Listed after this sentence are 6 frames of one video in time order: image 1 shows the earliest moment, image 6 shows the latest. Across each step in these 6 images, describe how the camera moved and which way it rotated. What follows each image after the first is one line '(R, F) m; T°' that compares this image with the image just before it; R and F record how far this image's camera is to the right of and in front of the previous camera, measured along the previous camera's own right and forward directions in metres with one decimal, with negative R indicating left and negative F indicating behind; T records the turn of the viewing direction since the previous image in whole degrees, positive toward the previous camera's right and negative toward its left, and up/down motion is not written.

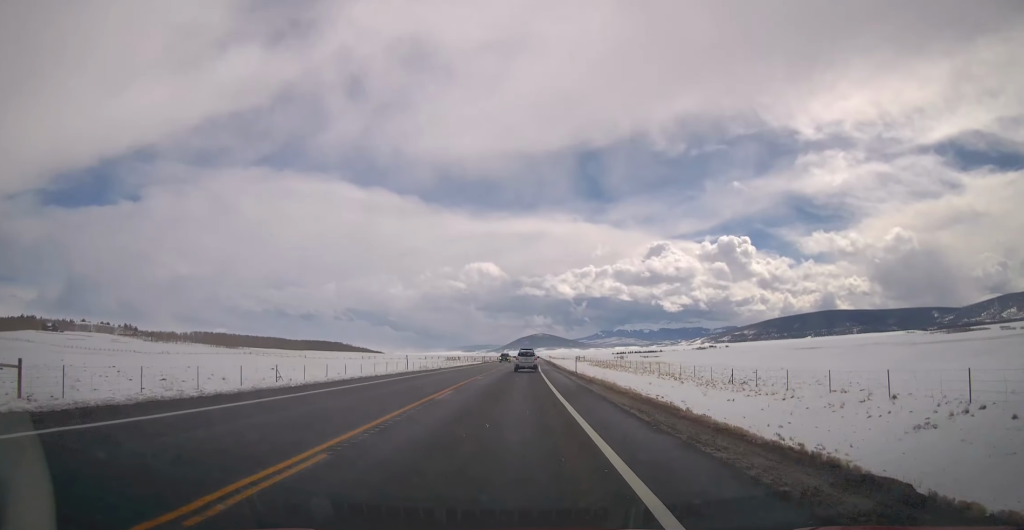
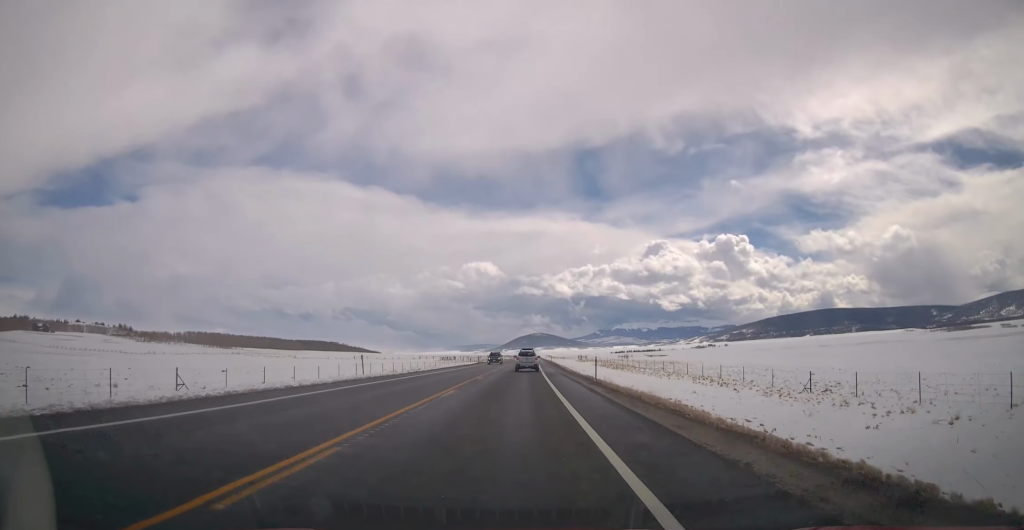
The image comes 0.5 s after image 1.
(-0.3, +12.0) m; 0°
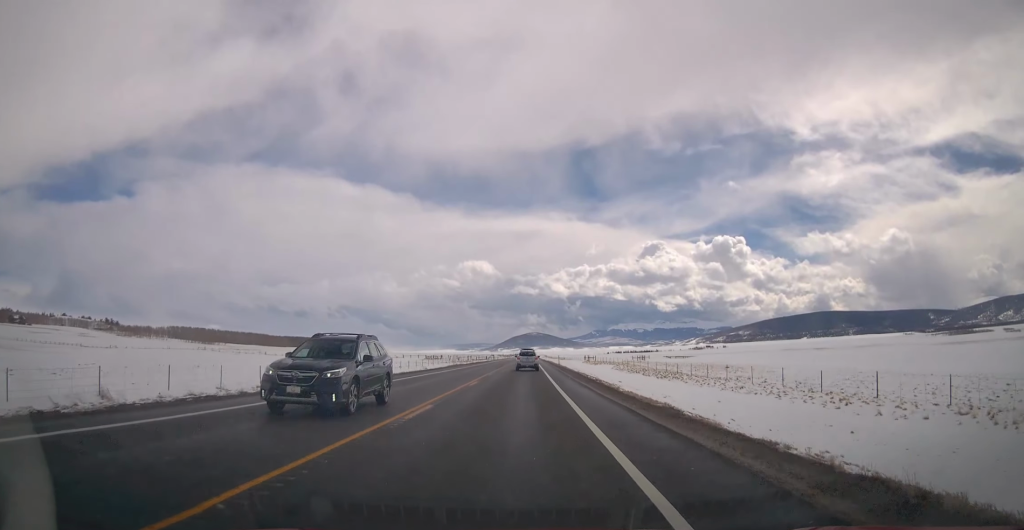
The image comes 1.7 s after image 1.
(+0.7, +29.8) m; +1°
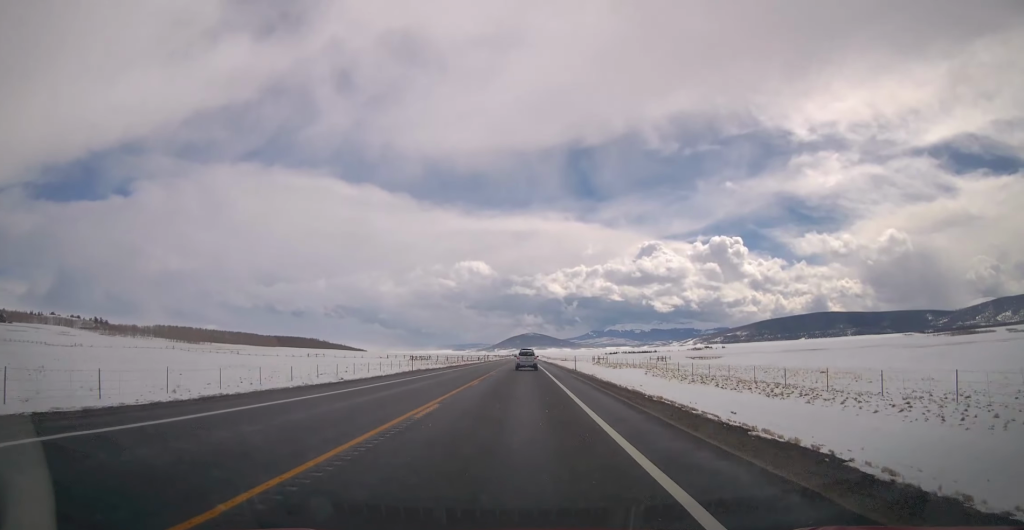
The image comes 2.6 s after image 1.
(0.0, +24.2) m; 0°
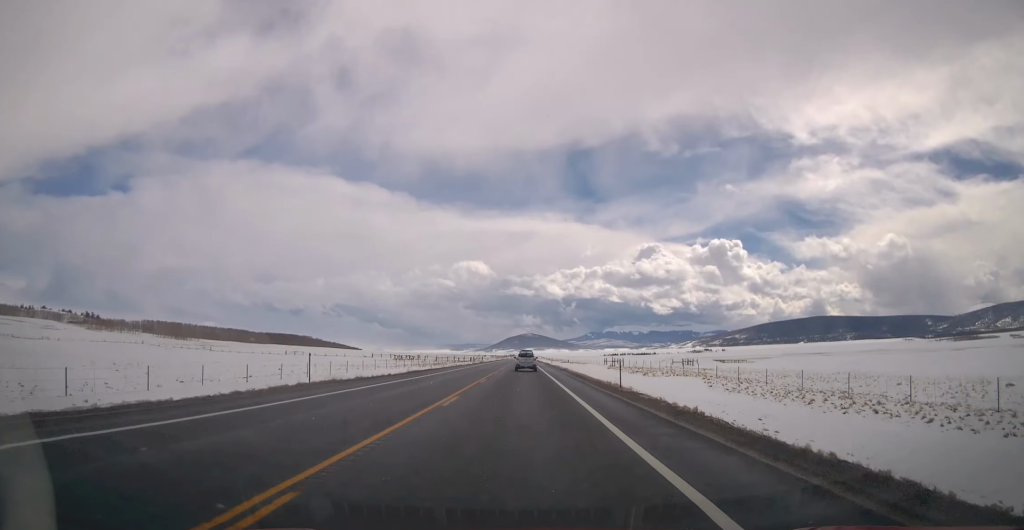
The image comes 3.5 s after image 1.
(0.0, +21.4) m; 0°
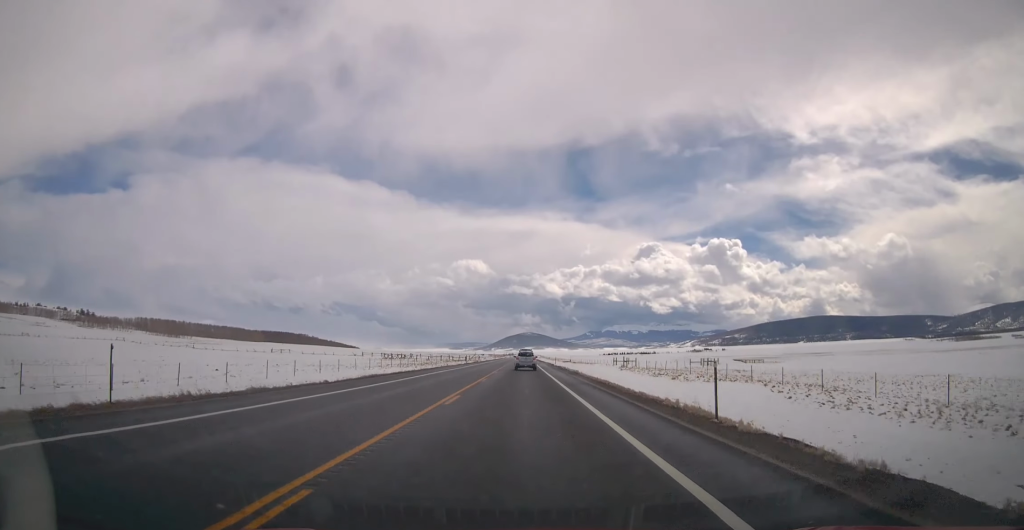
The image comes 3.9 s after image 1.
(0.0, +12.4) m; 0°
